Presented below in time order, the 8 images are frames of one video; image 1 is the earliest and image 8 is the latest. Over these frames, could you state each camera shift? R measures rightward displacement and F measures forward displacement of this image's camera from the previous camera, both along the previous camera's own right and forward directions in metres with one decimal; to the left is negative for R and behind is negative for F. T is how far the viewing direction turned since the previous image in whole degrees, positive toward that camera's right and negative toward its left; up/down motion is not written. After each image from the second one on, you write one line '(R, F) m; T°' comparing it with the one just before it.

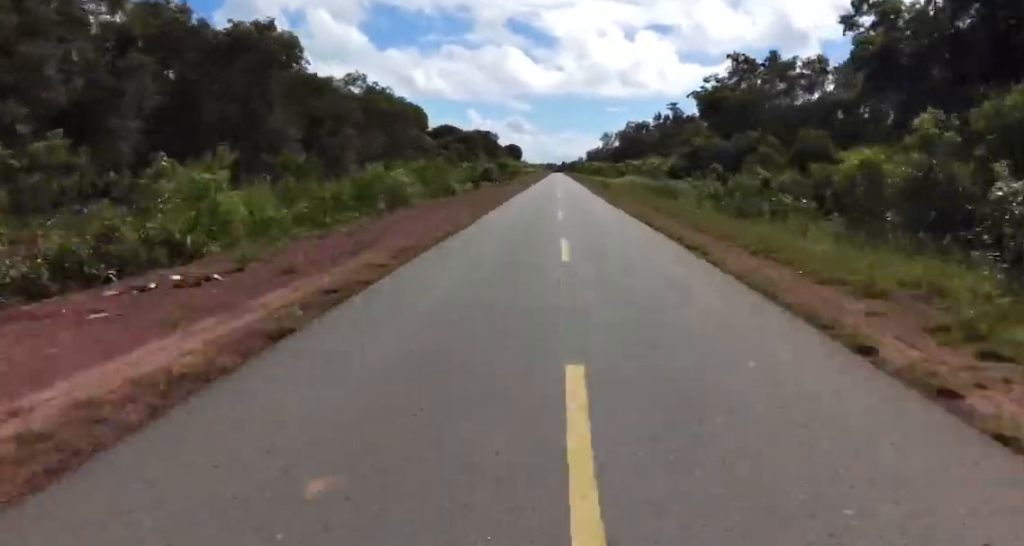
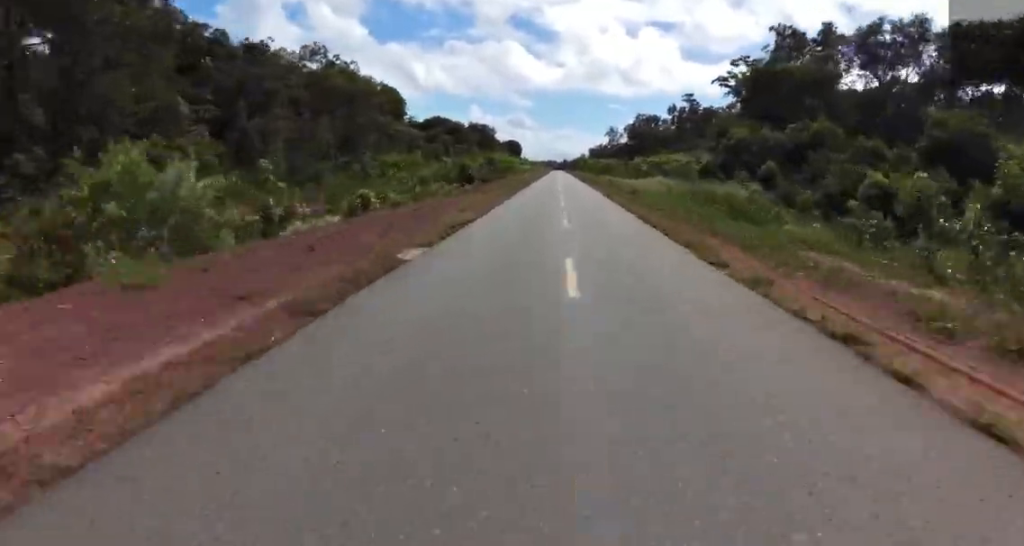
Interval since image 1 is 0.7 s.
(-0.1, +18.9) m; 0°
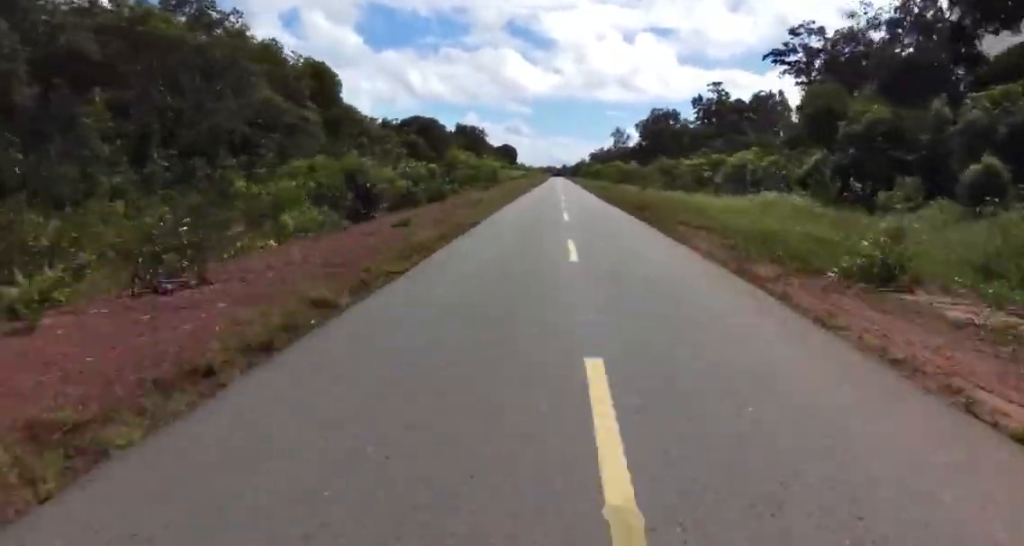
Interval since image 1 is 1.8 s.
(-0.2, +30.1) m; 0°
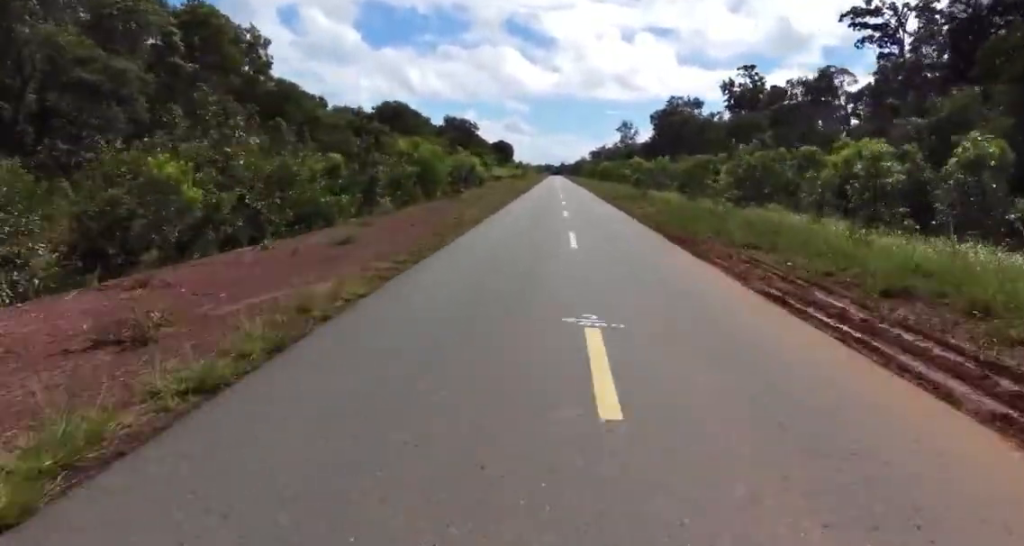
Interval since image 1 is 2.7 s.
(+0.1, +22.9) m; 0°
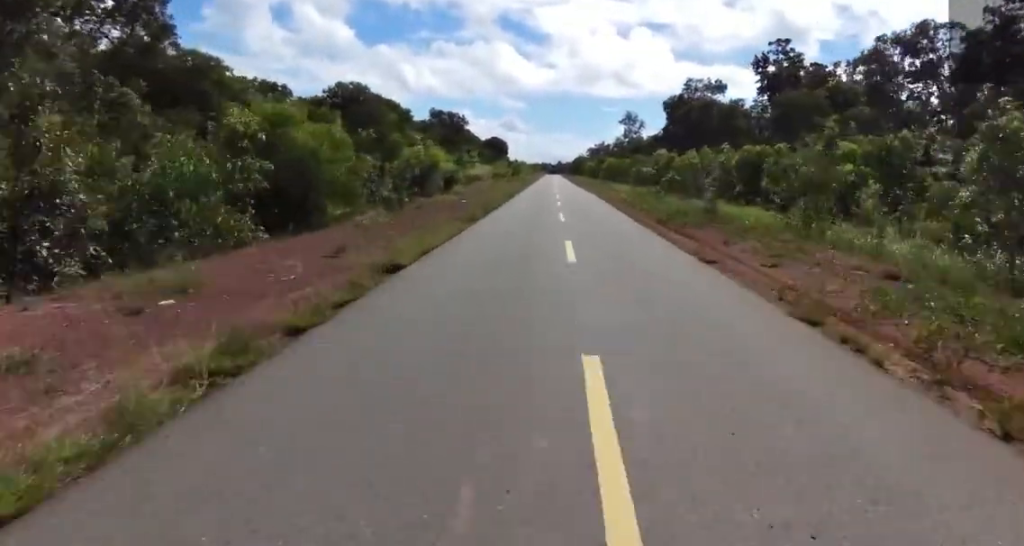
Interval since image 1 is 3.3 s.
(+0.2, +18.3) m; 0°
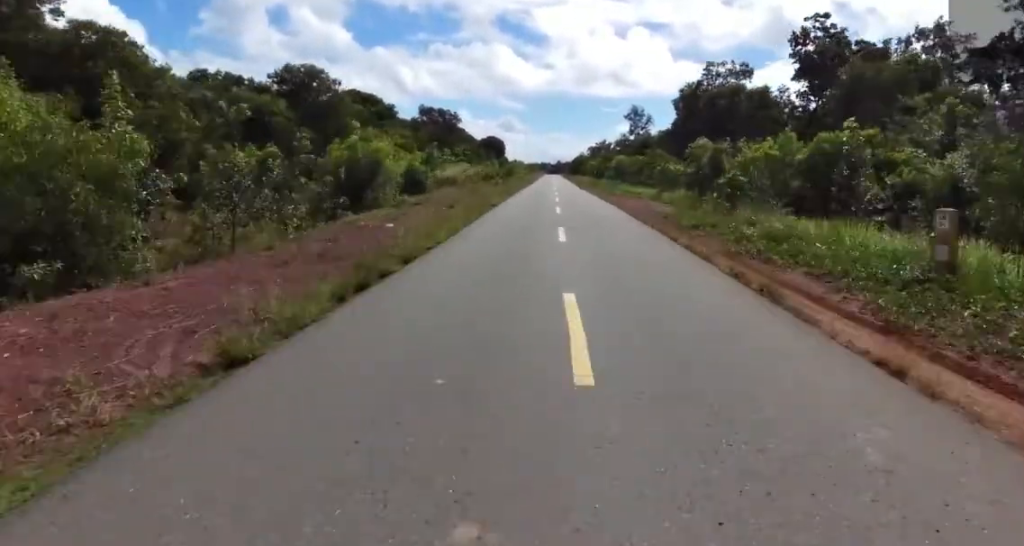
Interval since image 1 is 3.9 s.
(-0.1, +14.8) m; 0°
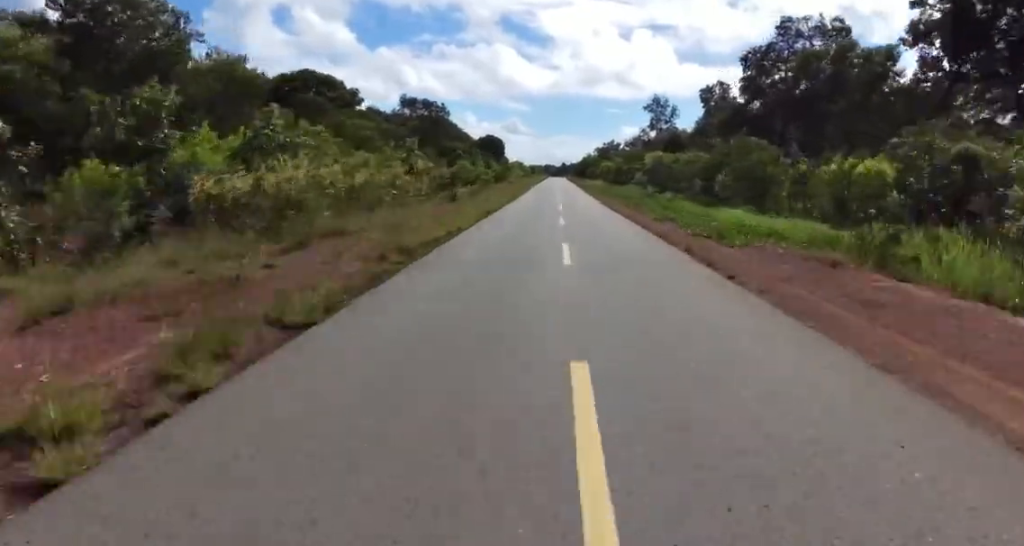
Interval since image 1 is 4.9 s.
(-0.2, +27.7) m; 0°
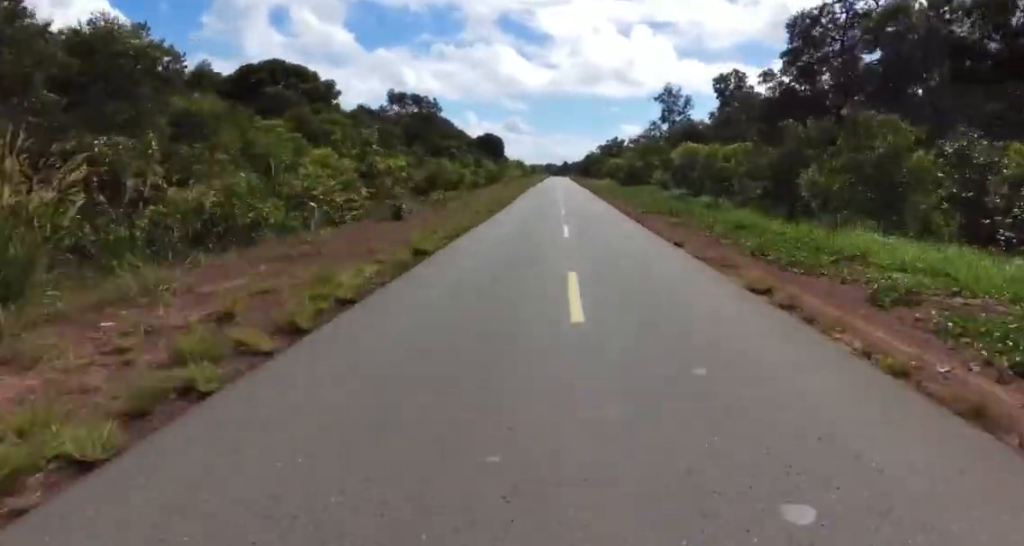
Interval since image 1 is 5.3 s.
(-0.1, +12.0) m; 0°
